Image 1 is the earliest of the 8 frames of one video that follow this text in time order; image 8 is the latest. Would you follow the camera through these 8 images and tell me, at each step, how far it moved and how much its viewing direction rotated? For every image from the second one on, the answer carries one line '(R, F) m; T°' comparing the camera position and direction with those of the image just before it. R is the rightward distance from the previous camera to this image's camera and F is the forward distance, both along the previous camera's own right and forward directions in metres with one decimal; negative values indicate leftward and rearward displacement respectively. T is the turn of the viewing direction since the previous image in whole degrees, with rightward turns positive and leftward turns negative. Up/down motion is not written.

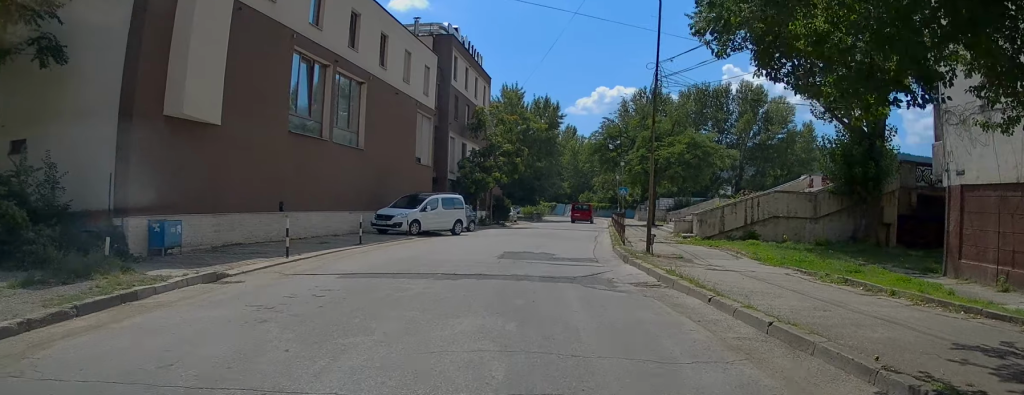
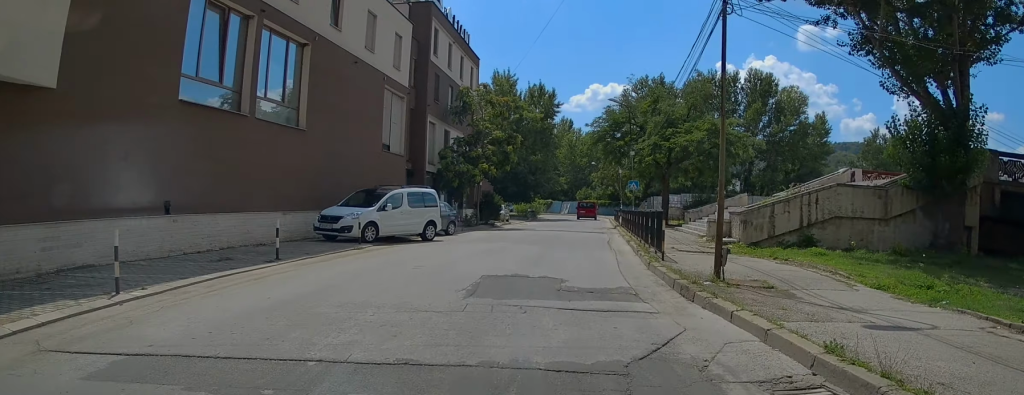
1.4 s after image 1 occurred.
(+0.2, +6.8) m; 0°
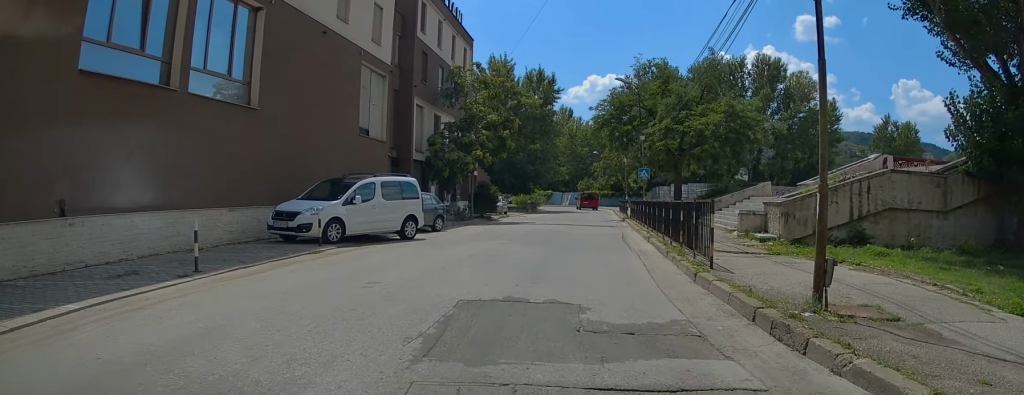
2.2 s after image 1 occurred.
(-0.1, +3.8) m; +1°
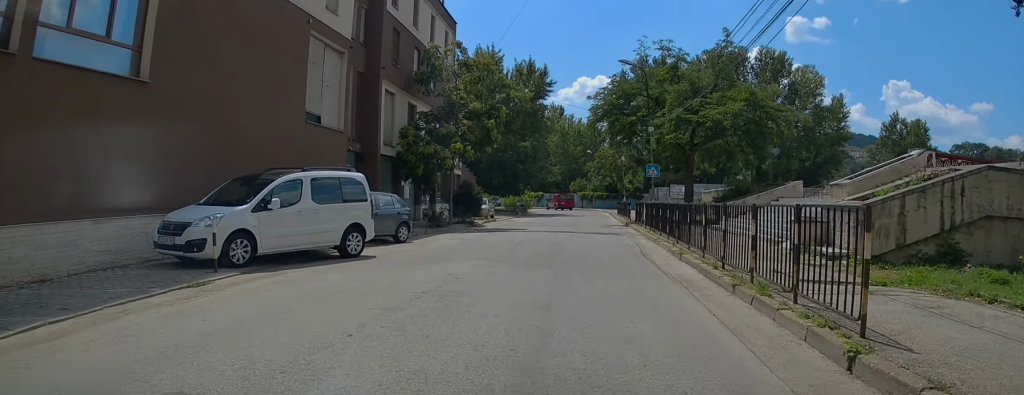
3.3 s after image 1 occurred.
(+0.3, +5.2) m; +4°
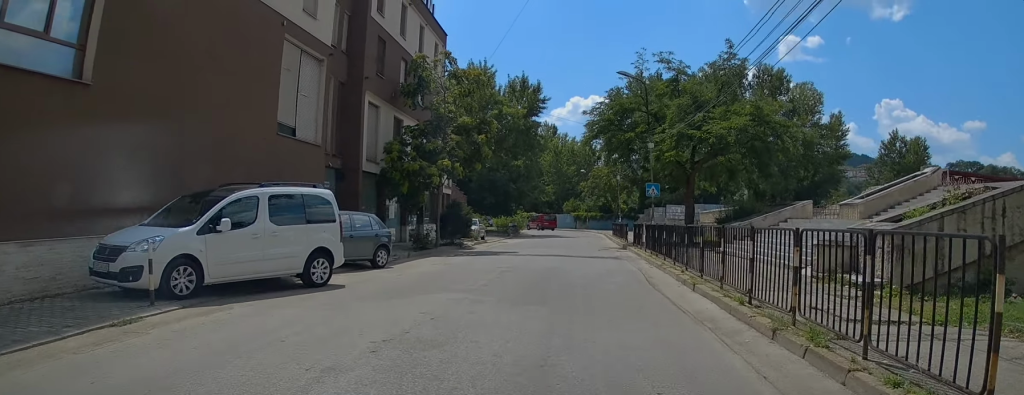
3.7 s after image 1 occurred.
(0.0, +1.8) m; +1°
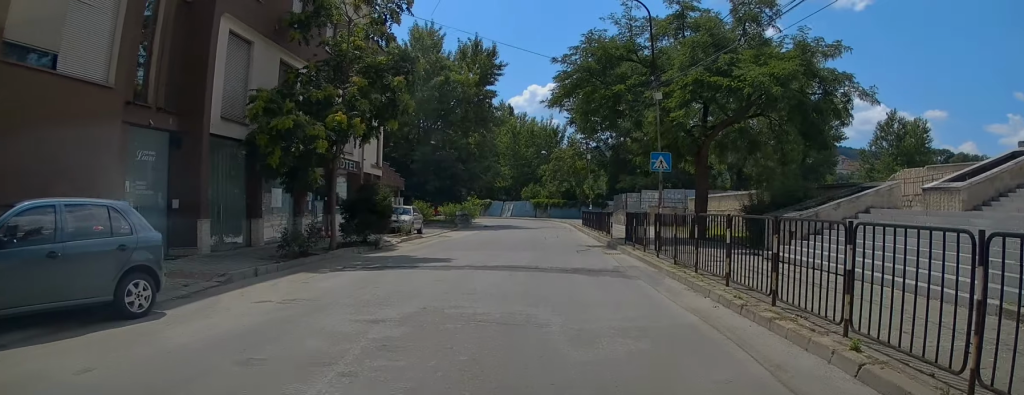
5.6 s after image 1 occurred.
(+0.1, +8.8) m; +1°
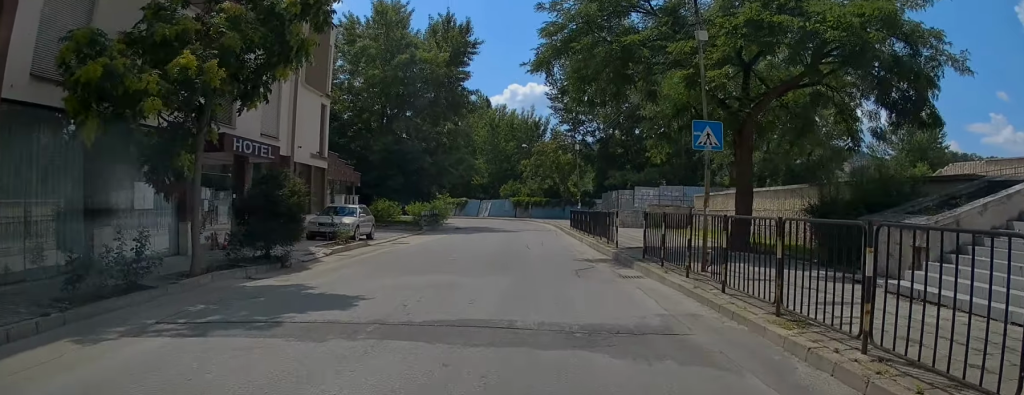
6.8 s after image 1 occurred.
(+0.1, +6.4) m; +1°
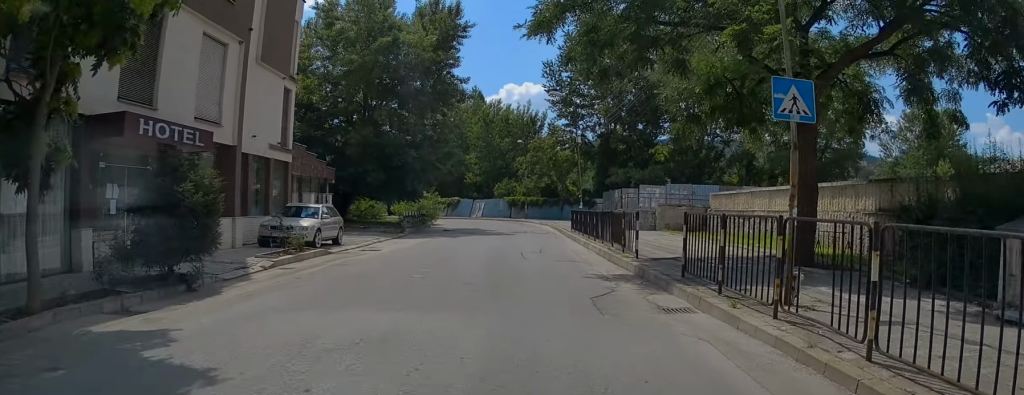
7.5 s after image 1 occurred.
(0.0, +4.0) m; -1°
